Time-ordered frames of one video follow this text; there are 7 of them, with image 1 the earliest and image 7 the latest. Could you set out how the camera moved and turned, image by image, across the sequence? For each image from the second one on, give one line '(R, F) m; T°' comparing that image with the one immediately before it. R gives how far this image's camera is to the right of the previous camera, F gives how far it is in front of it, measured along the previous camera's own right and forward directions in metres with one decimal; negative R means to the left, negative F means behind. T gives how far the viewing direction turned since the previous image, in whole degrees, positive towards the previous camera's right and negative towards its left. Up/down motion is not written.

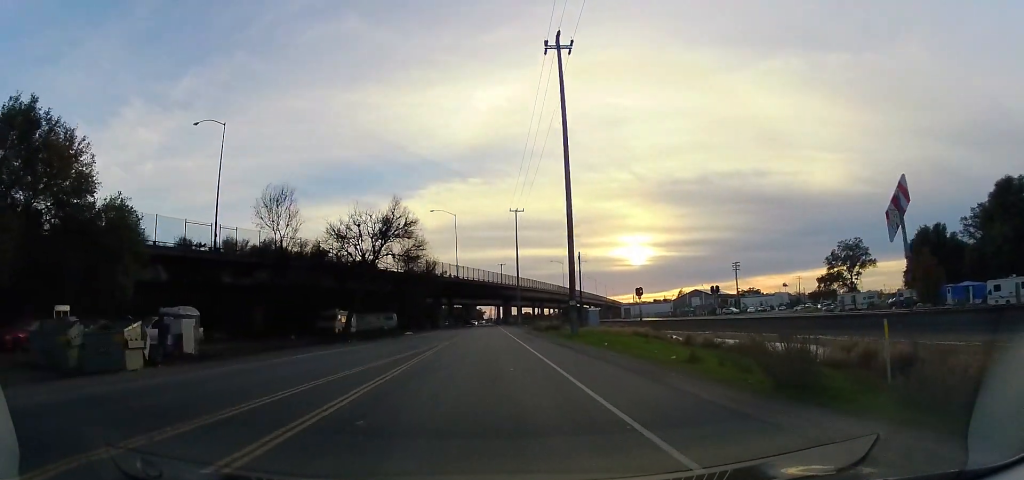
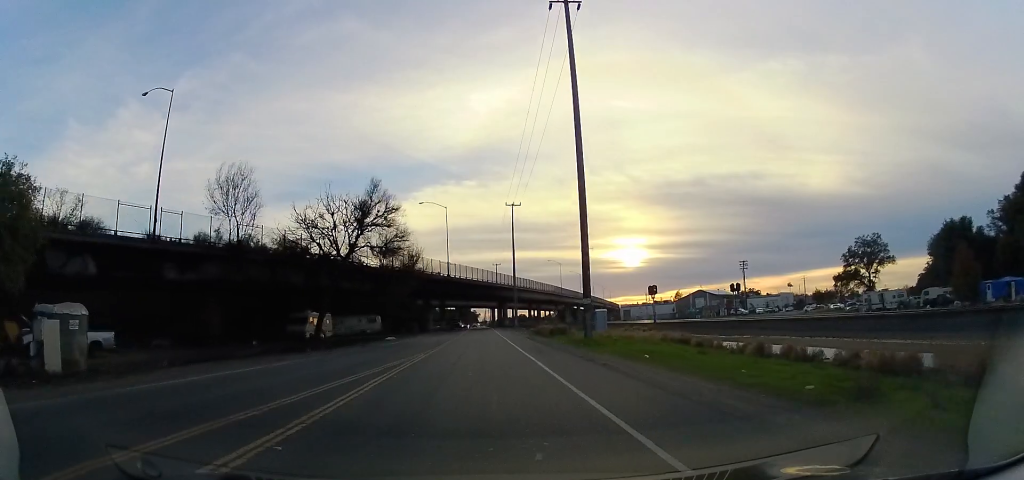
(-0.1, +9.2) m; 0°
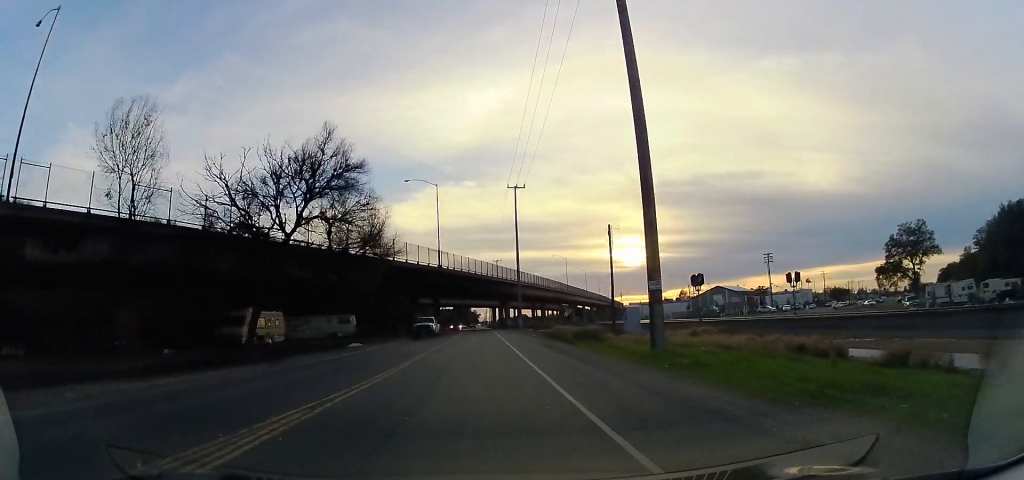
(+0.1, +14.8) m; 0°
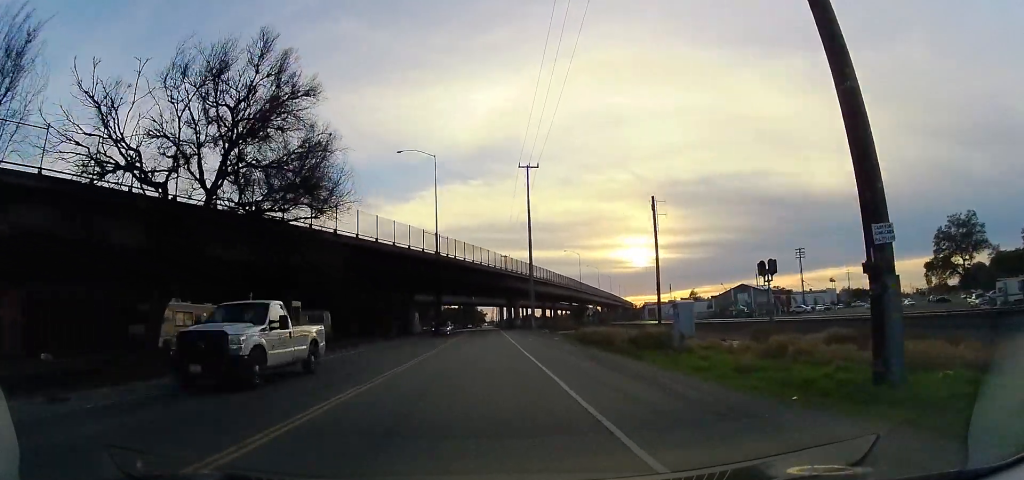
(-0.3, +12.3) m; 0°
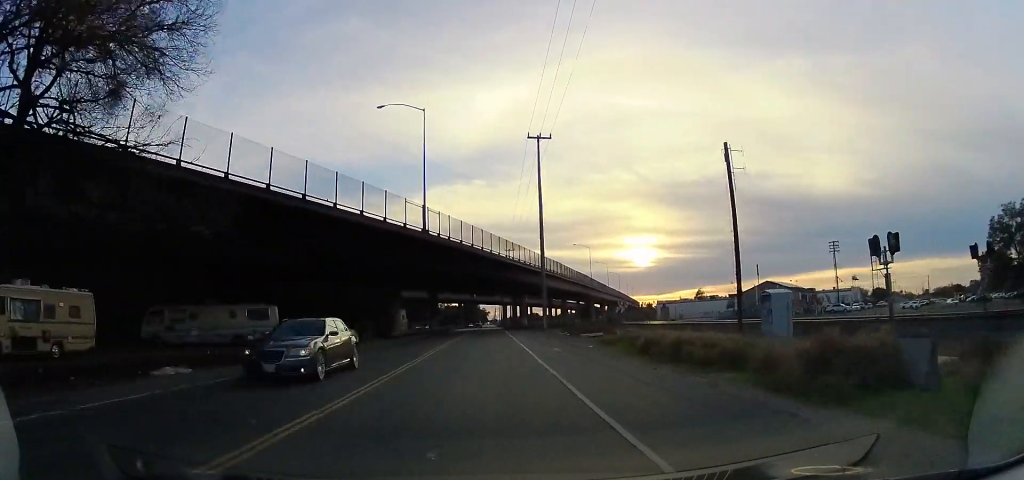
(+0.4, +13.2) m; +2°
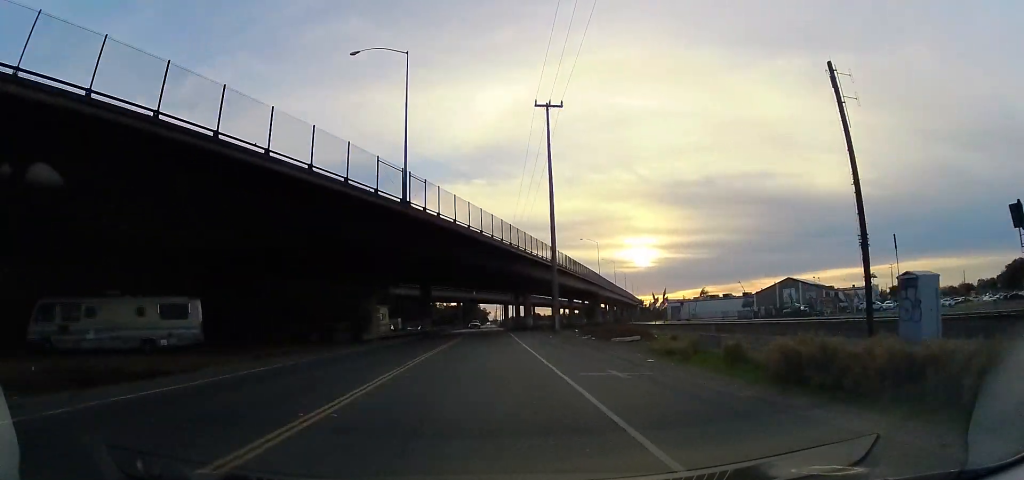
(0.0, +10.6) m; -2°
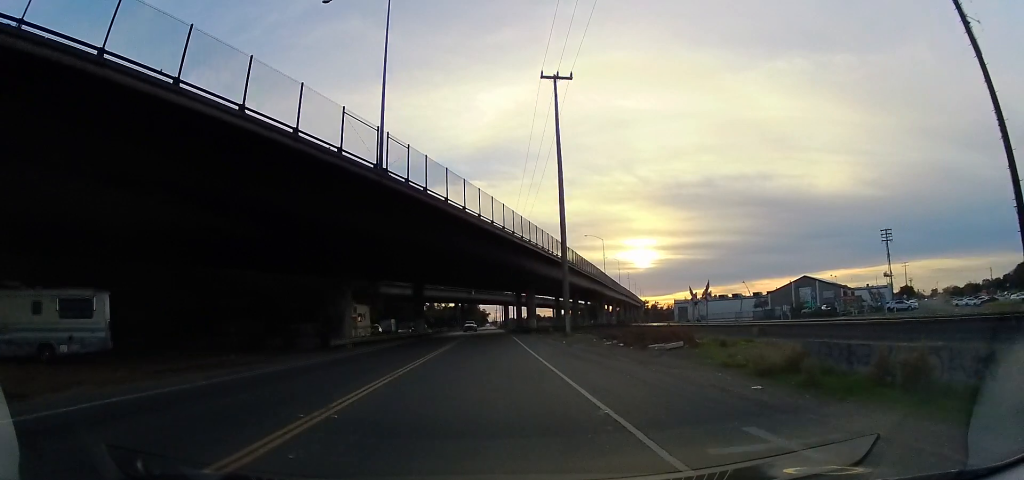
(-0.2, +7.7) m; -1°
